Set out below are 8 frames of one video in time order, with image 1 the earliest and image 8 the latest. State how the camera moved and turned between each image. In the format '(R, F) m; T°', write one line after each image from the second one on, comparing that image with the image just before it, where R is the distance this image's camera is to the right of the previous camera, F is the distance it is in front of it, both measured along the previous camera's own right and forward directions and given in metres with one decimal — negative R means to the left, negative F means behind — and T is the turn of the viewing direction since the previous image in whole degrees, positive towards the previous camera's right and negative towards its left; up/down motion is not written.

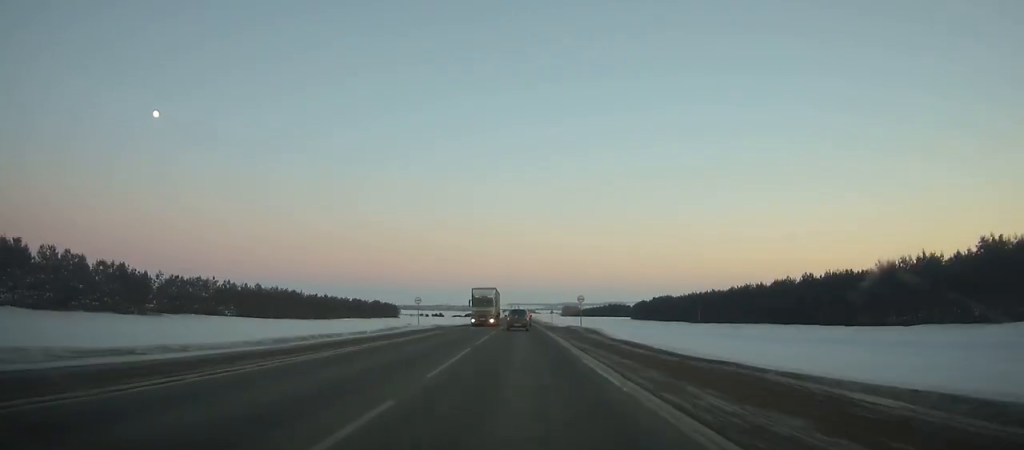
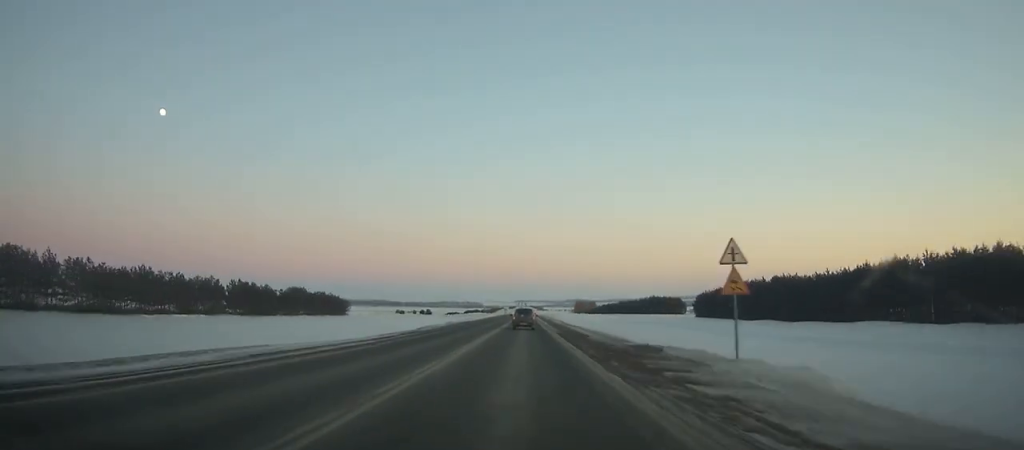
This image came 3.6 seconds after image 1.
(-0.2, +89.3) m; 0°
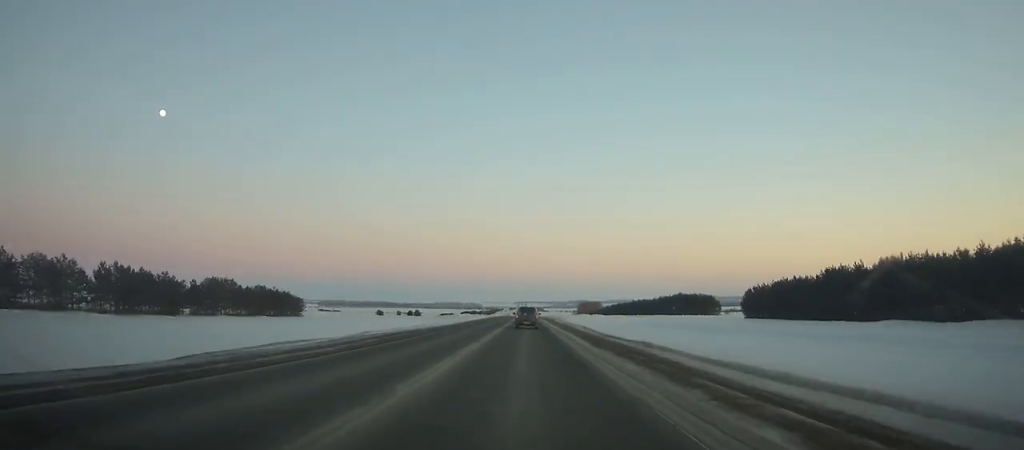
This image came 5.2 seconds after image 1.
(-0.1, +39.5) m; 0°
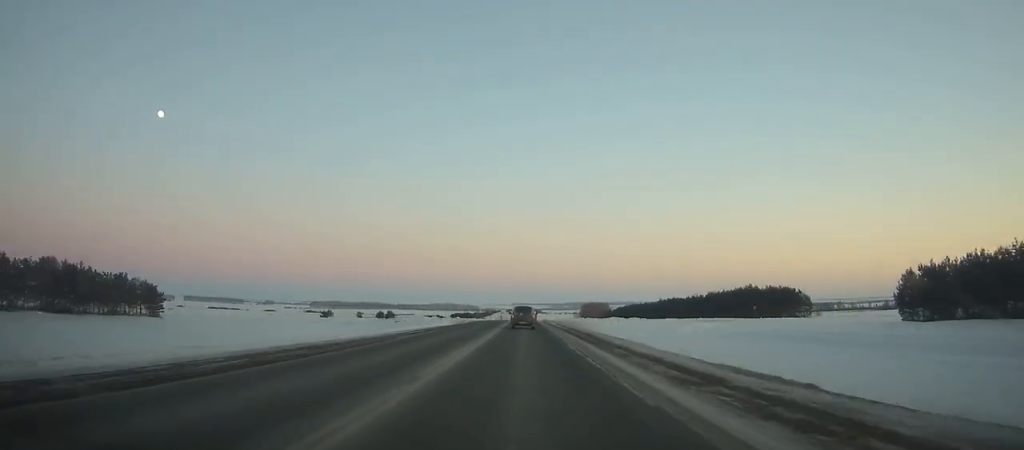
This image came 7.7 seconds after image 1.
(0.0, +61.1) m; 0°
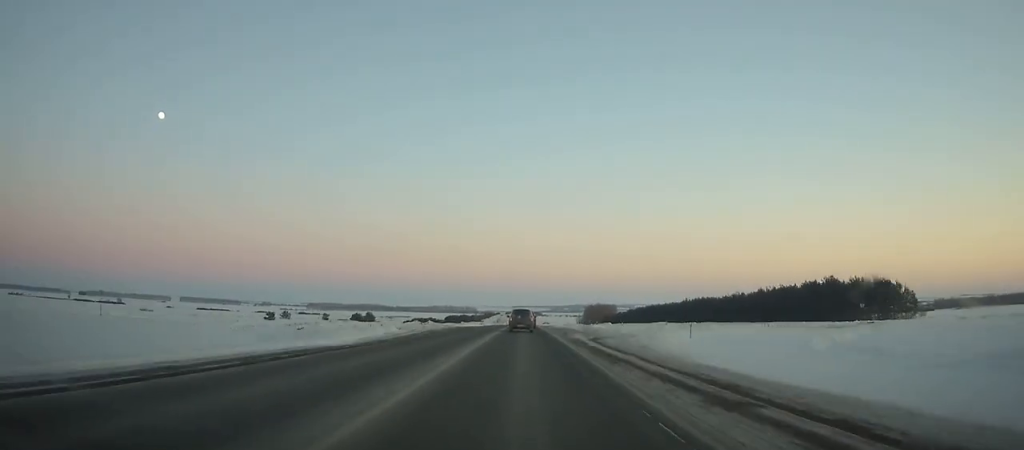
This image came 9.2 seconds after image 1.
(0.0, +36.2) m; 0°
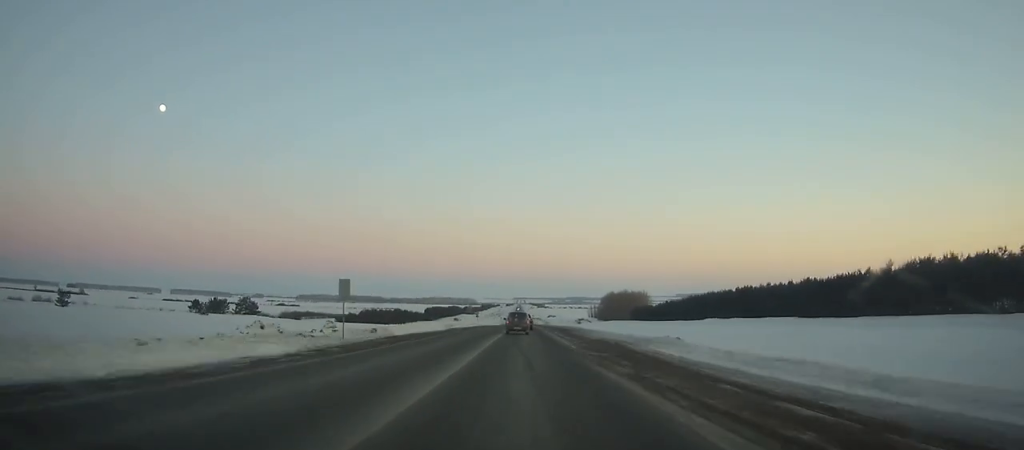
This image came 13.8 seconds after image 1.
(+0.1, +109.9) m; 0°
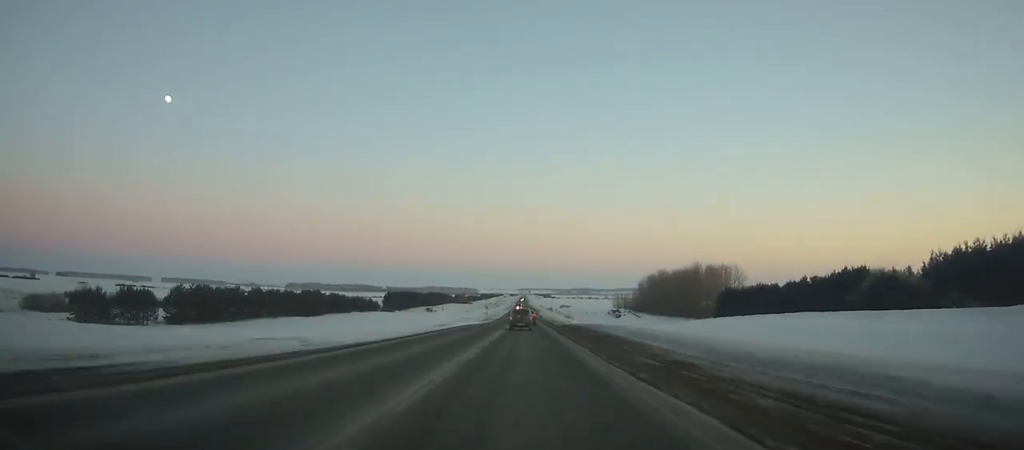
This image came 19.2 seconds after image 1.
(-0.3, +129.1) m; 0°
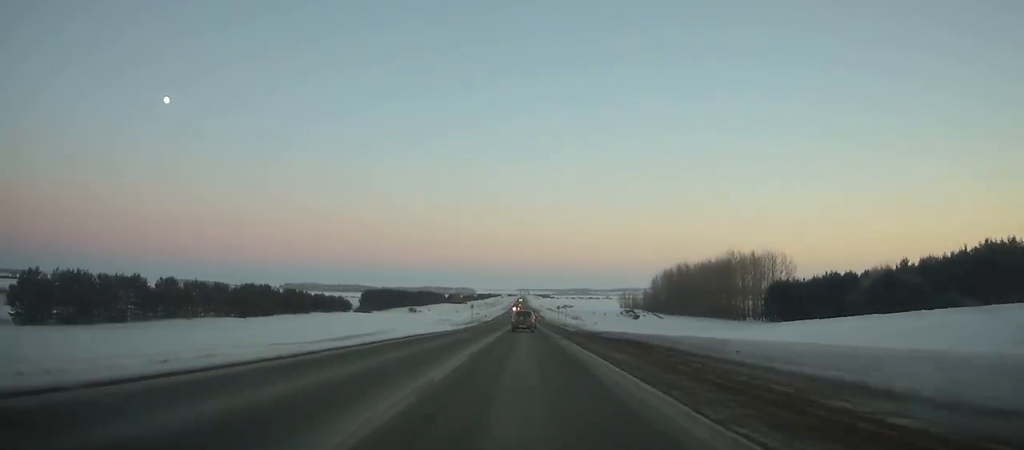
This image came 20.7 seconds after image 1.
(0.0, +36.3) m; 0°
